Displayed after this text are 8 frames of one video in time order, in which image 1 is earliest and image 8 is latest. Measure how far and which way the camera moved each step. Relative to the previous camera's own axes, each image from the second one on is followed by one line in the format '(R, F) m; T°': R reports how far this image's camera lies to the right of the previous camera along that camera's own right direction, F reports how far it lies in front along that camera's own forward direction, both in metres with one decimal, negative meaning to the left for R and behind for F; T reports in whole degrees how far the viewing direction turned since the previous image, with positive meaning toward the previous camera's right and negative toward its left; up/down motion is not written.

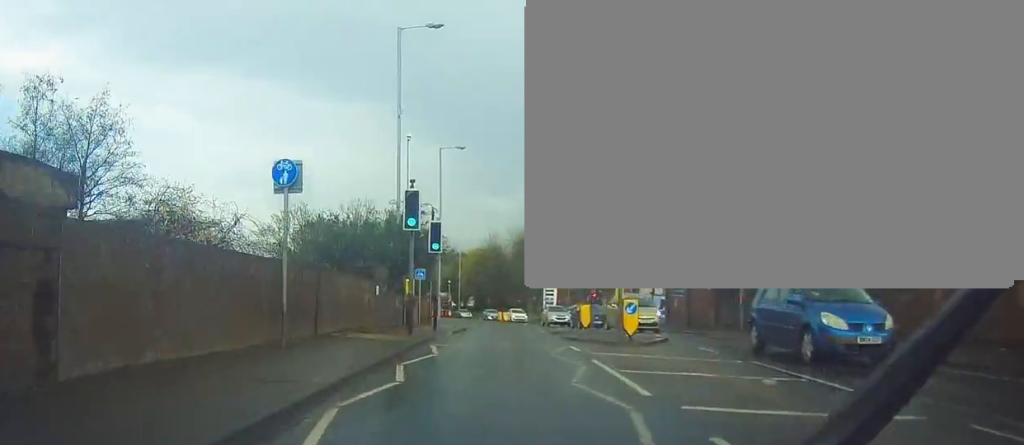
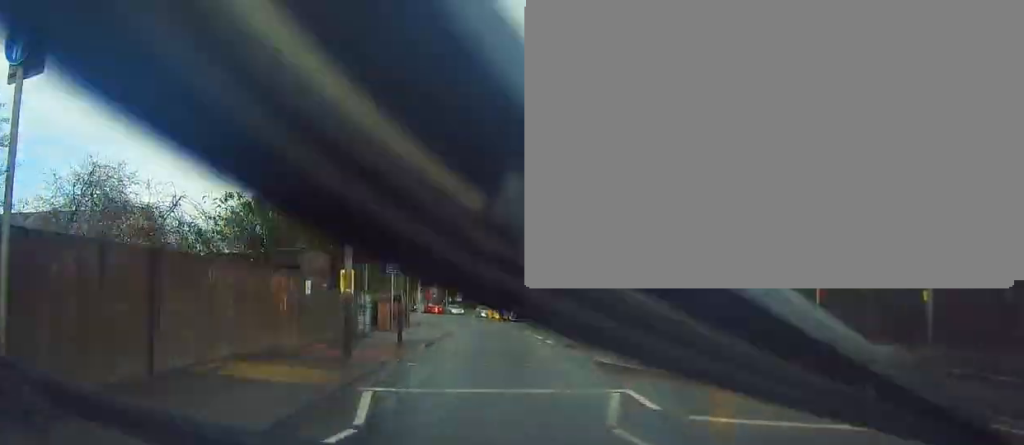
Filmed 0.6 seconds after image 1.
(-0.1, +6.8) m; +2°
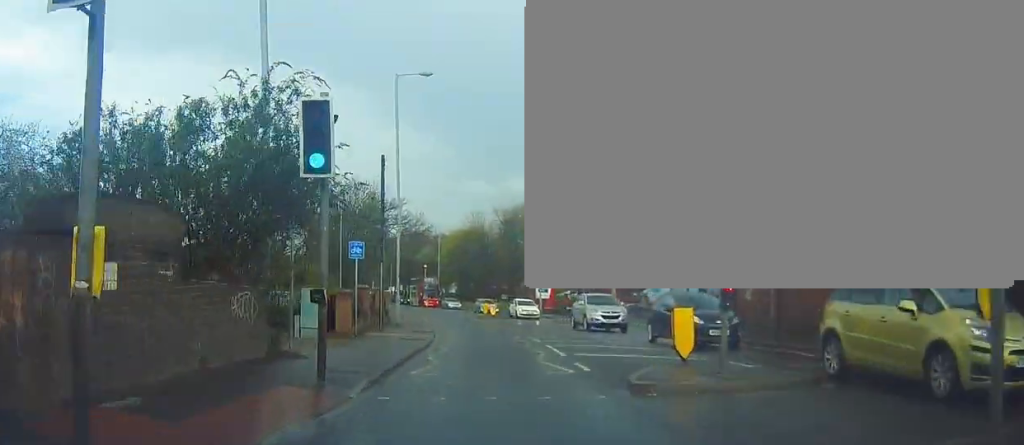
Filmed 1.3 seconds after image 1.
(+0.4, +7.5) m; 0°
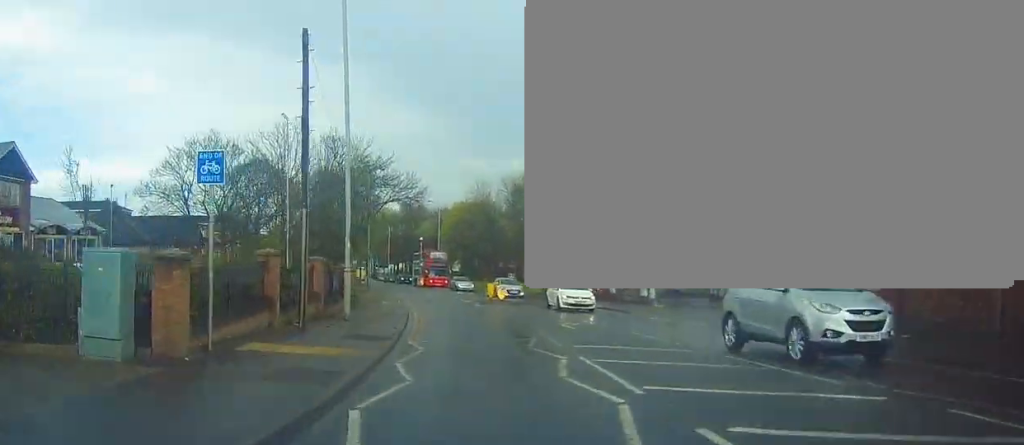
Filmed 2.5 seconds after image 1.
(-0.4, +12.6) m; -3°
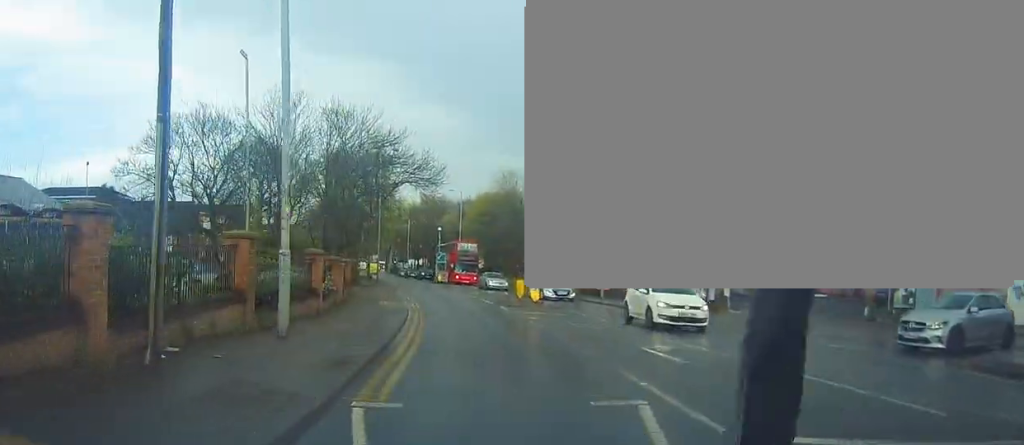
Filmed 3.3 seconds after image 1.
(0.0, +8.2) m; 0°
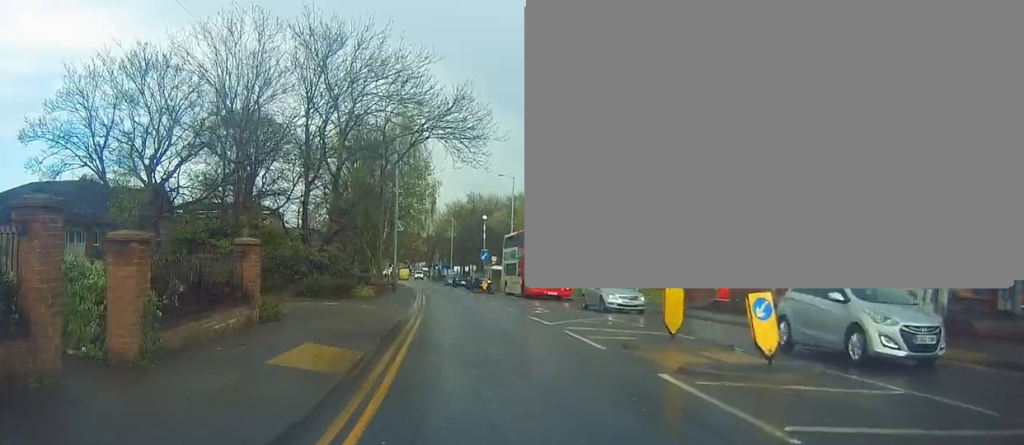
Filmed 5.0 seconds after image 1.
(+0.1, +18.8) m; -1°
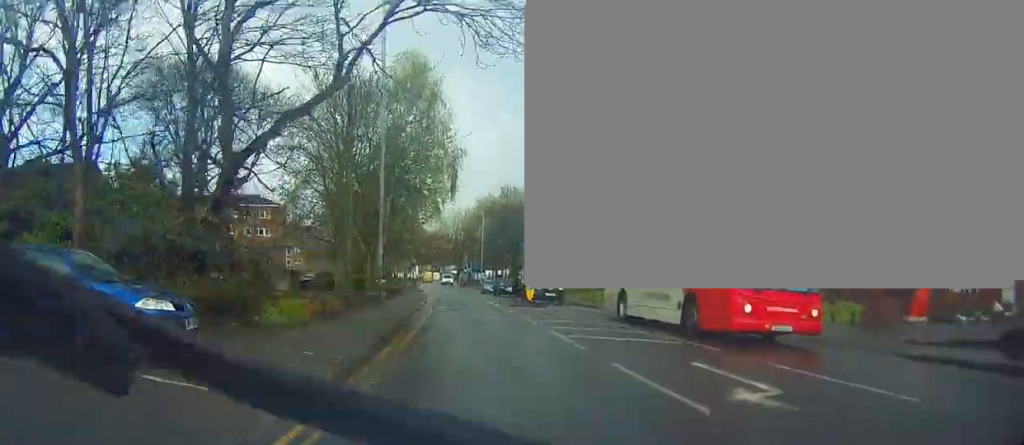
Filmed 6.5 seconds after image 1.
(-0.6, +17.5) m; -6°
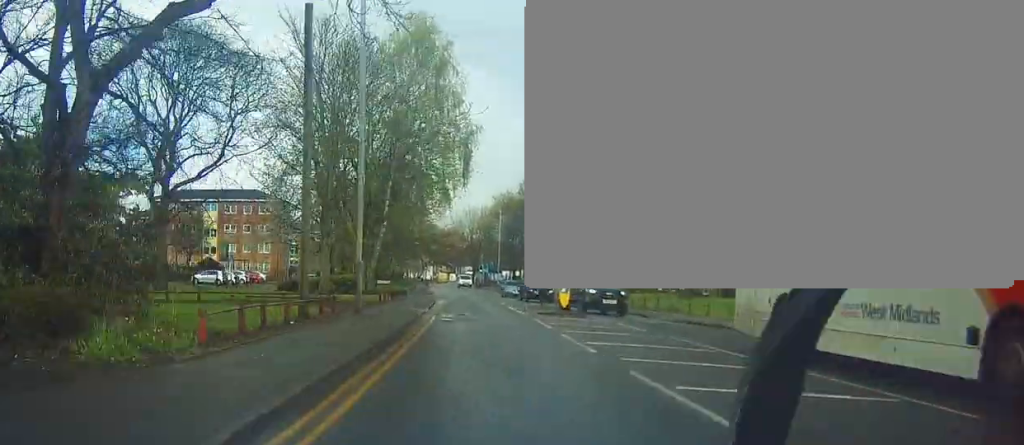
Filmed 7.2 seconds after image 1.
(-0.3, +7.4) m; 0°
